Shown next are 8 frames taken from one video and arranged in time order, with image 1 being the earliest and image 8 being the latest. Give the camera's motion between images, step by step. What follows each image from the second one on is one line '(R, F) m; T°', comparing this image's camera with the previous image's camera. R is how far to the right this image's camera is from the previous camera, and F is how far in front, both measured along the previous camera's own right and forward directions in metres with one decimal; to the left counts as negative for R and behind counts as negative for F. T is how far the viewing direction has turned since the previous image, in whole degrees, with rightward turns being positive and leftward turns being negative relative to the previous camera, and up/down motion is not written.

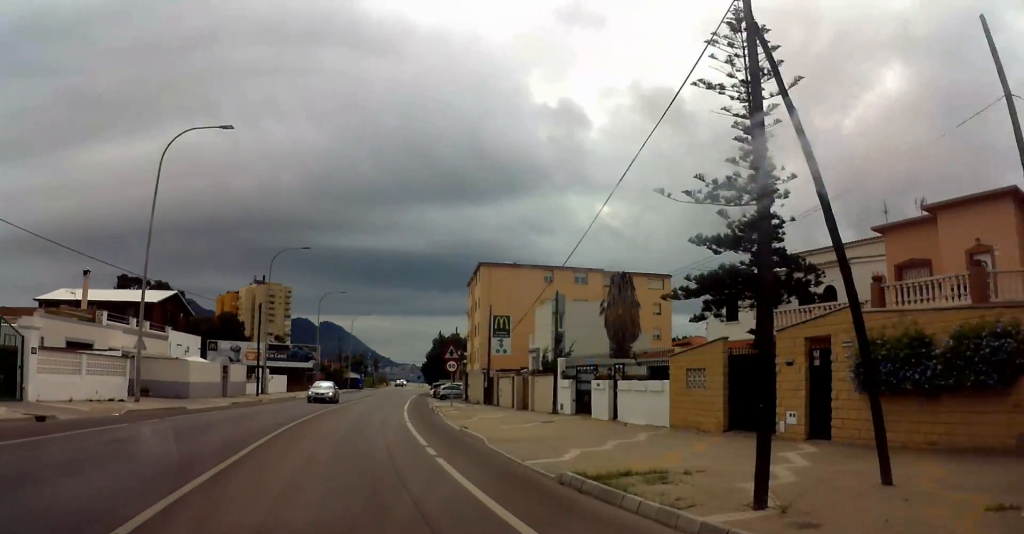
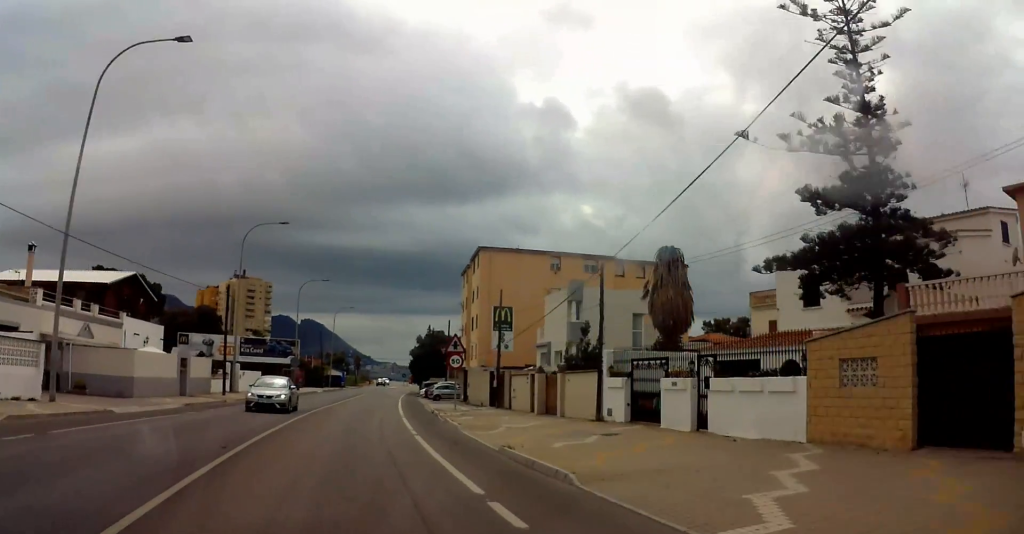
(0.0, +7.9) m; 0°
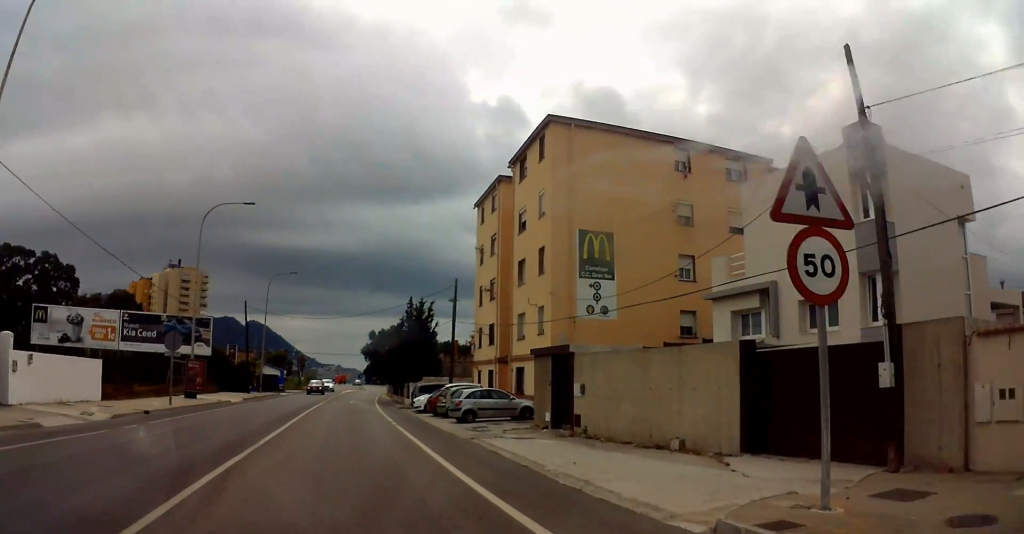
(-0.3, +32.2) m; +1°
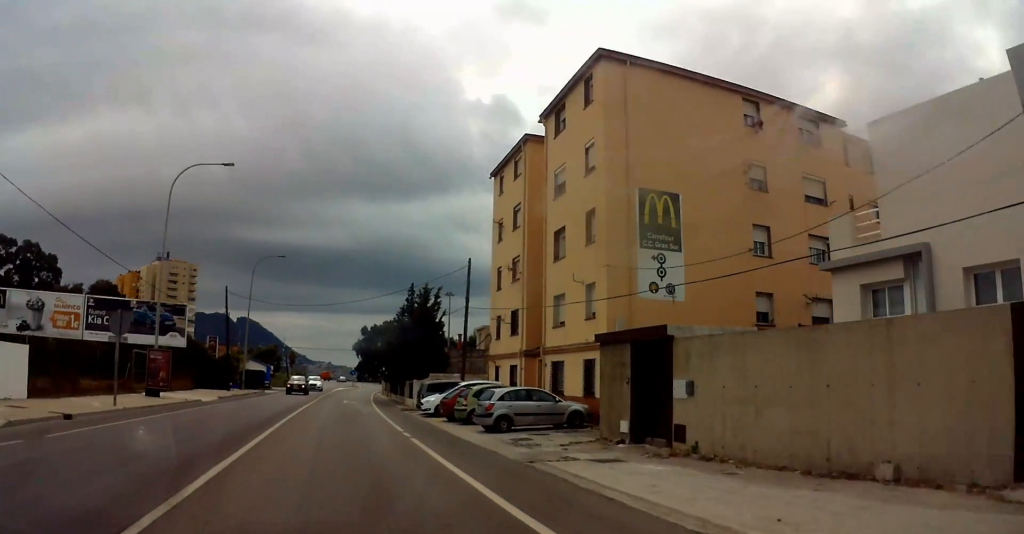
(+0.2, +6.8) m; +1°
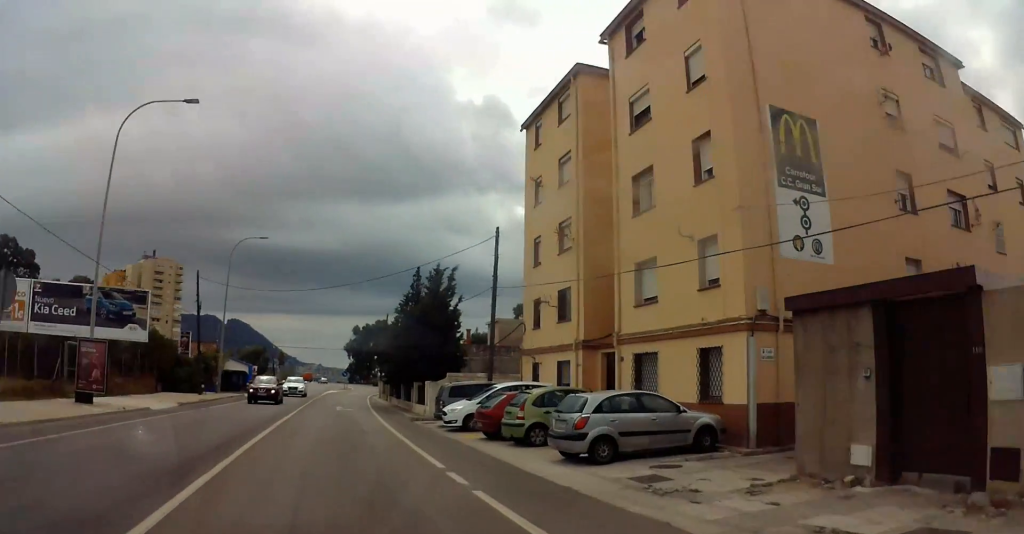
(+0.1, +9.4) m; +1°
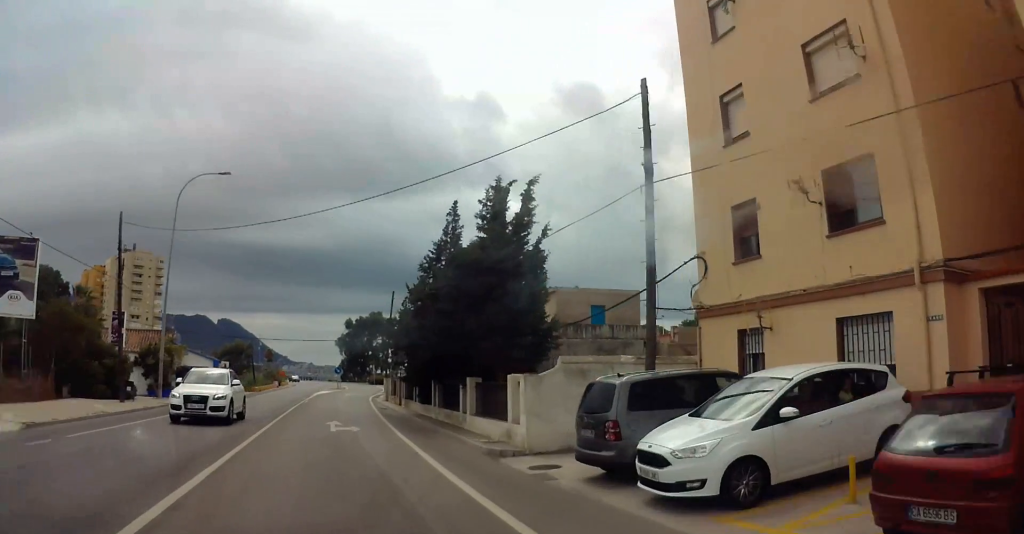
(+0.1, +15.9) m; +2°
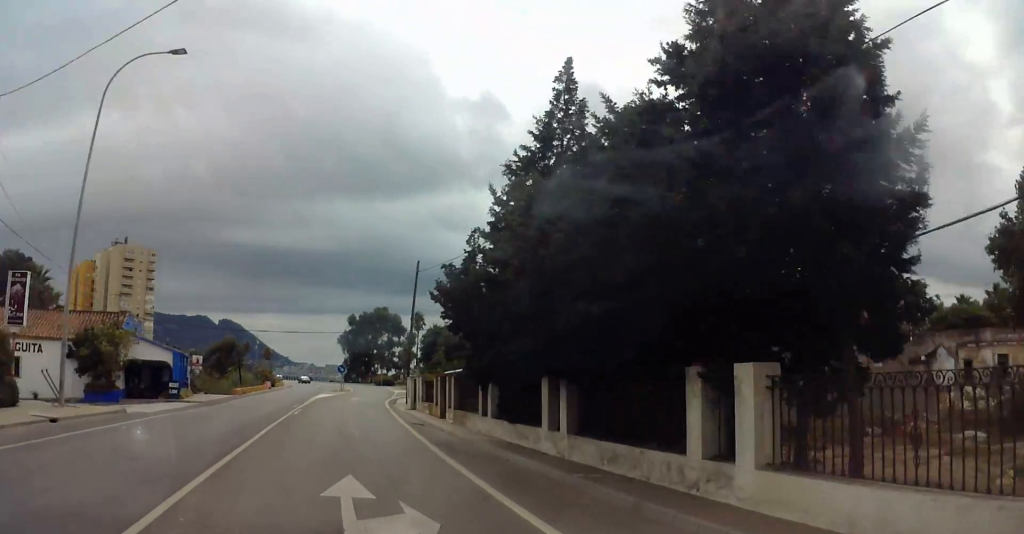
(+0.4, +14.7) m; +2°
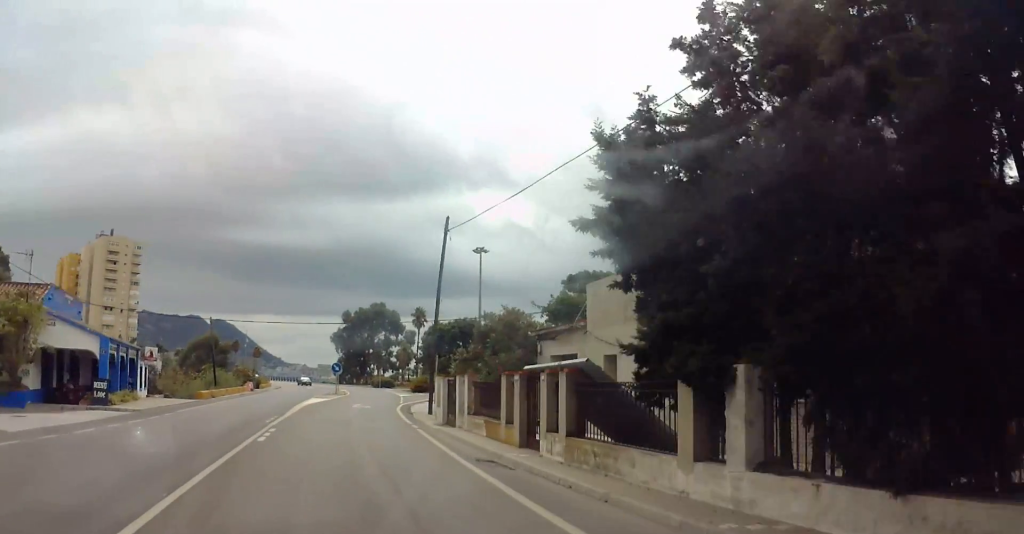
(+0.1, +11.0) m; 0°
